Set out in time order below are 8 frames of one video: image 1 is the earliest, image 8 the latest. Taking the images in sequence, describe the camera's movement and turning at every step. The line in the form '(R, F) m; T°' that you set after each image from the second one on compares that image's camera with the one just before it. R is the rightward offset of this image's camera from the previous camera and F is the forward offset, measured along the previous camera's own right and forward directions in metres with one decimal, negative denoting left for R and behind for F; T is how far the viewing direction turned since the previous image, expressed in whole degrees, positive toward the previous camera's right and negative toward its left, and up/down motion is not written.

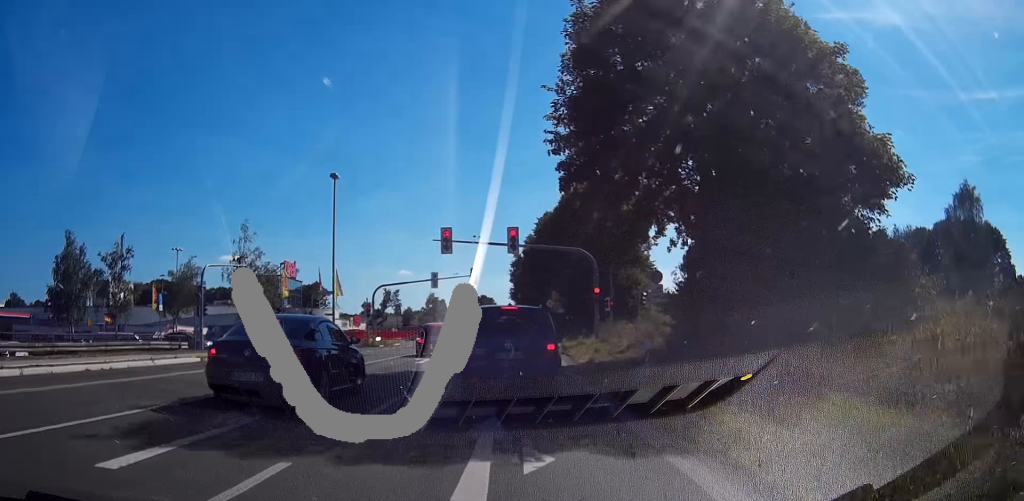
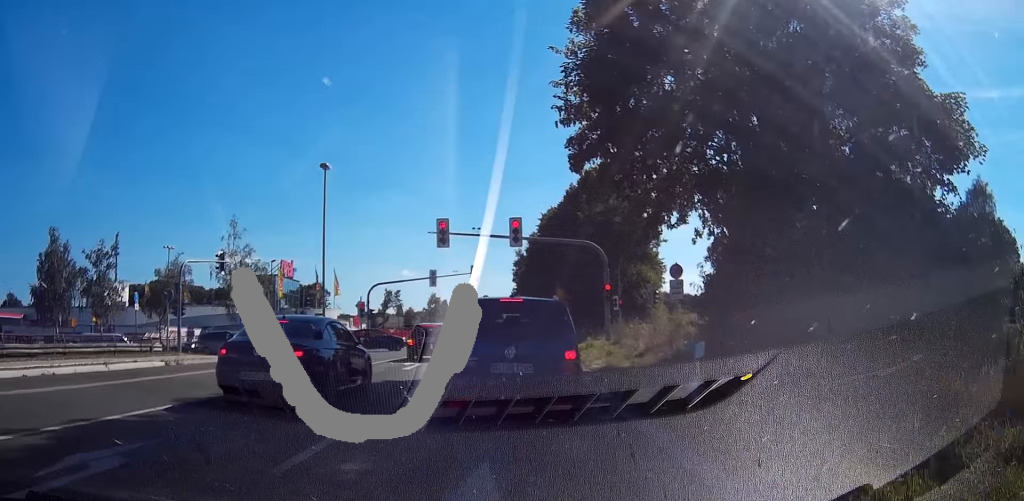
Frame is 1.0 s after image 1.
(+0.1, +1.7) m; 0°
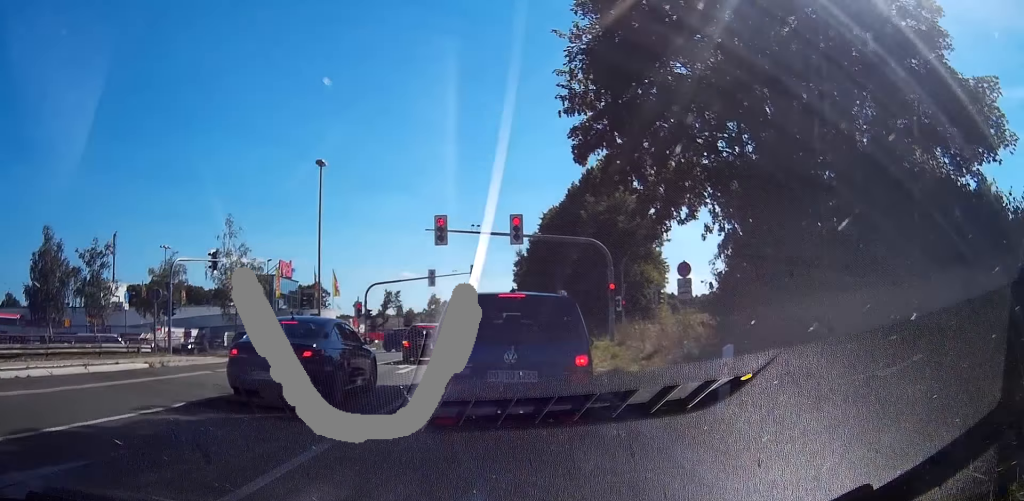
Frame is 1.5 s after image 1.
(+0.1, +0.5) m; 0°
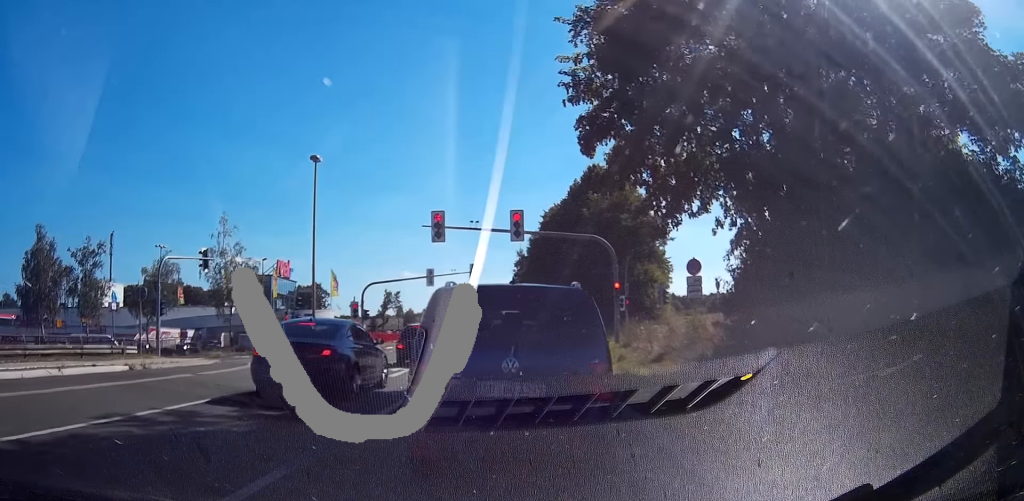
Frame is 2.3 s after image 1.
(+0.1, +0.5) m; 0°
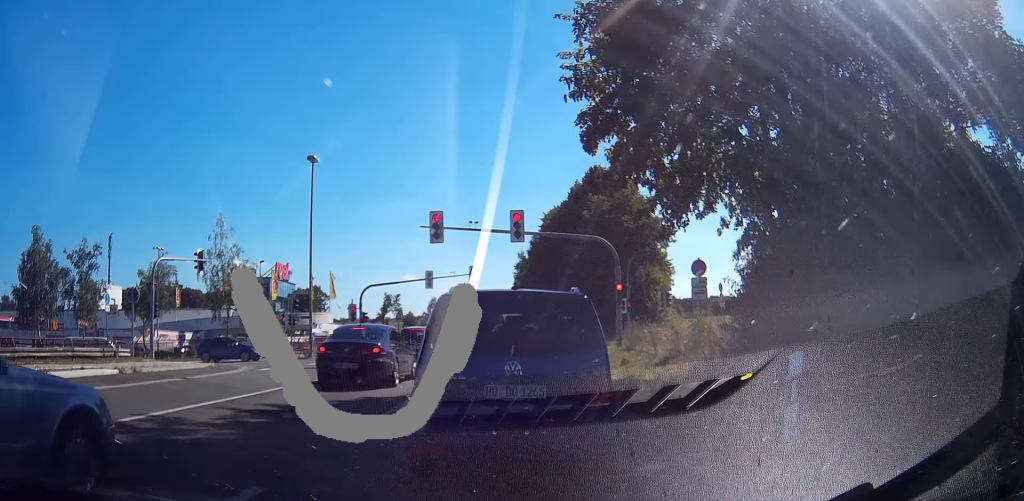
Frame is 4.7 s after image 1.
(0.0, +0.2) m; 0°
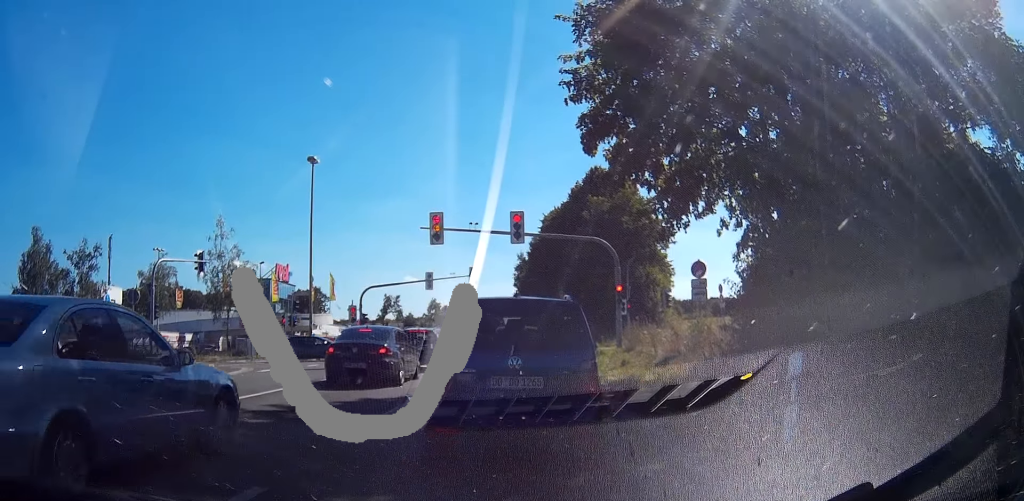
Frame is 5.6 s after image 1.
(0.0, +0.1) m; 0°
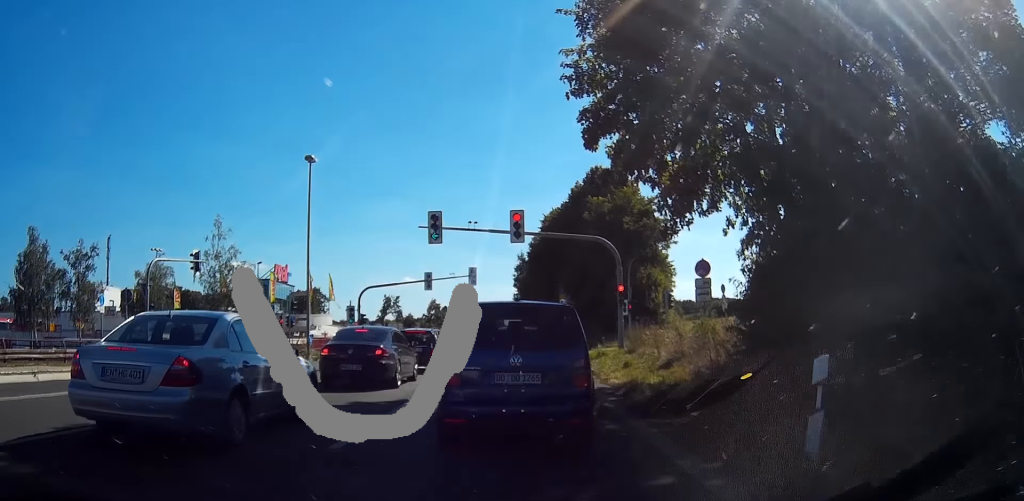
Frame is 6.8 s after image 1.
(-0.1, +0.6) m; 0°
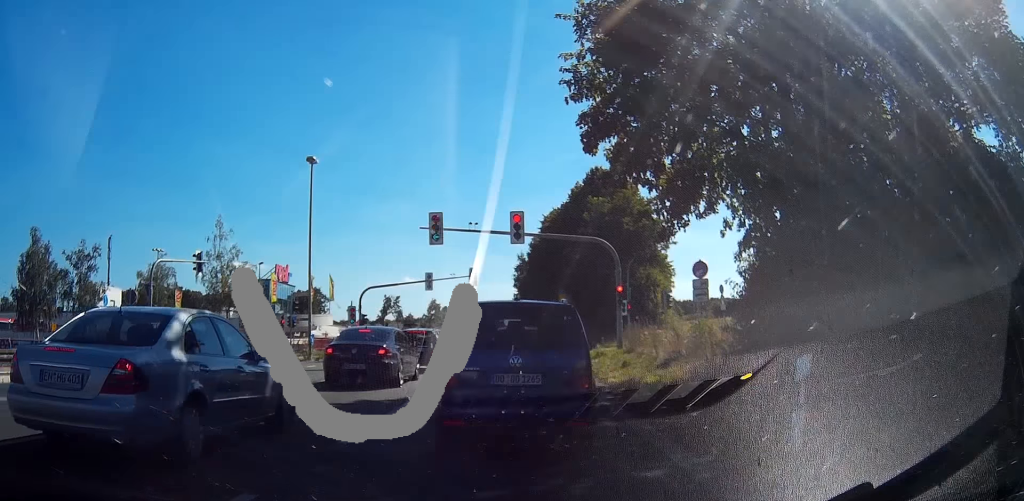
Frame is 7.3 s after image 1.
(0.0, +0.4) m; 0°
